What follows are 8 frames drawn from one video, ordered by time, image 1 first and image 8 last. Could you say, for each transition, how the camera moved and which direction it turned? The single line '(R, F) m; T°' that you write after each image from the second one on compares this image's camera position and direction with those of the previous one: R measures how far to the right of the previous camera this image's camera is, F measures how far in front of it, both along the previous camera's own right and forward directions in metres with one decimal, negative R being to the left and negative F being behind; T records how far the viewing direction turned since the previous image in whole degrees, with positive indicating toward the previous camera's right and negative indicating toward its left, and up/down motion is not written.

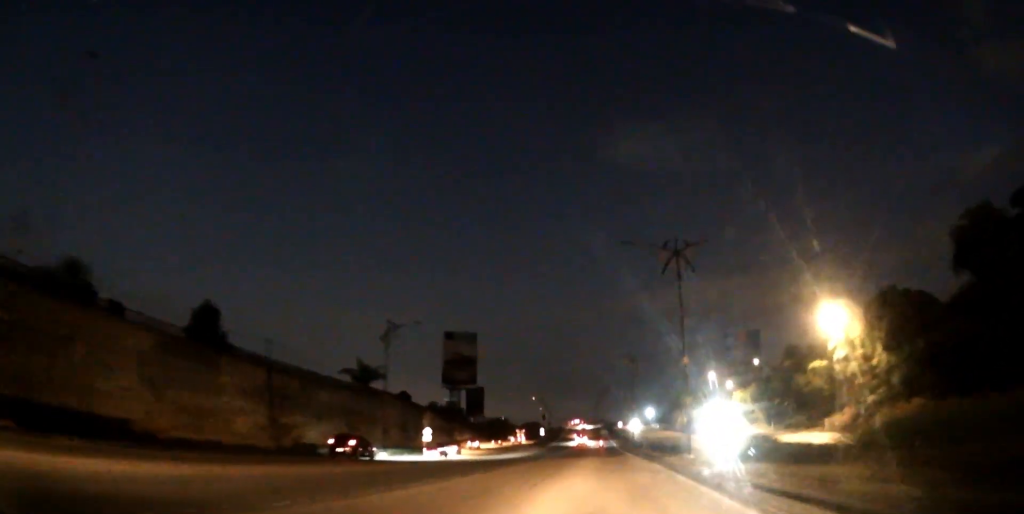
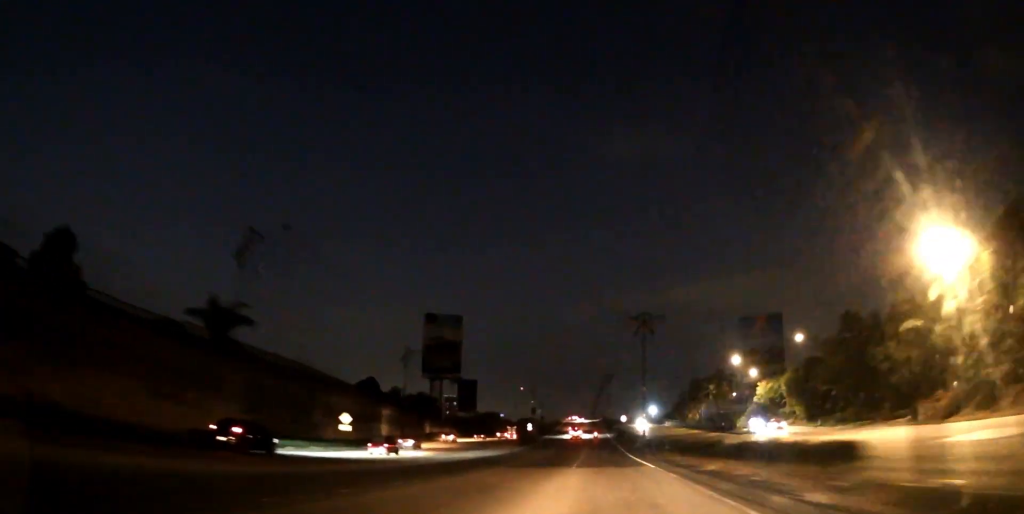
(+0.1, +23.2) m; 0°
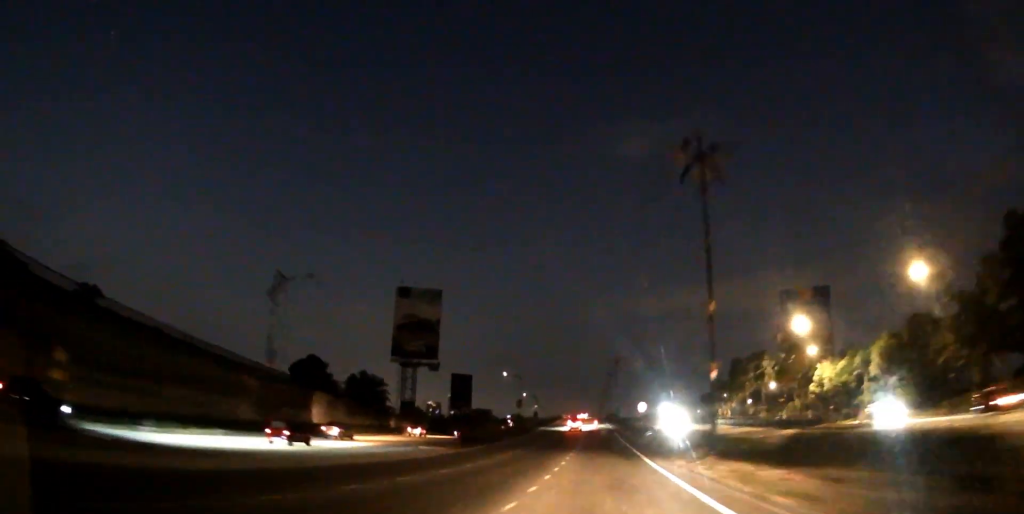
(-0.1, +32.2) m; -1°
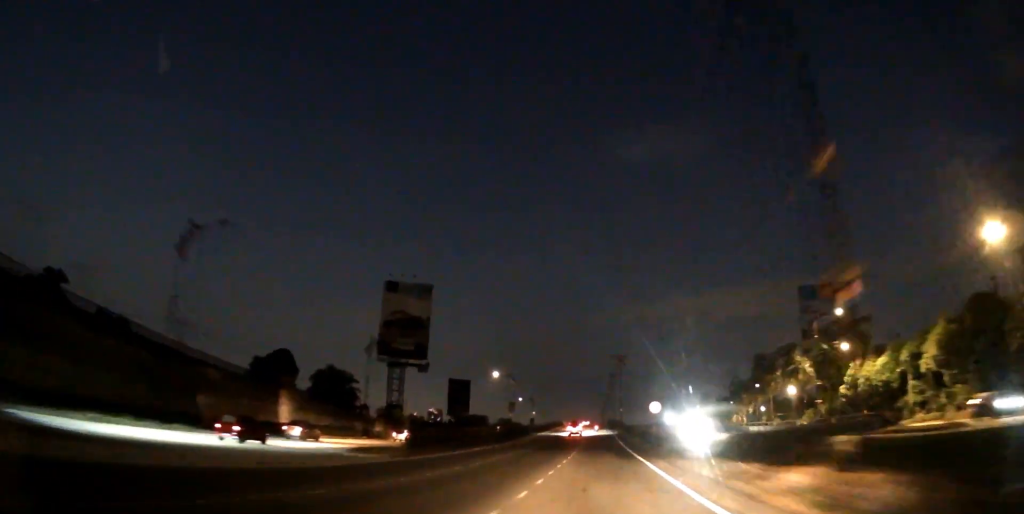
(0.0, +11.7) m; 0°
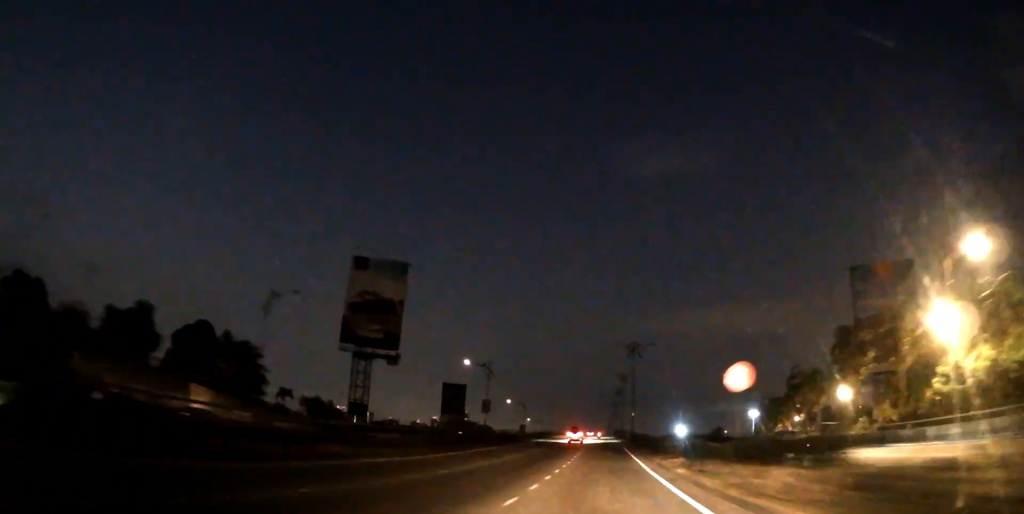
(-0.1, +25.8) m; 0°
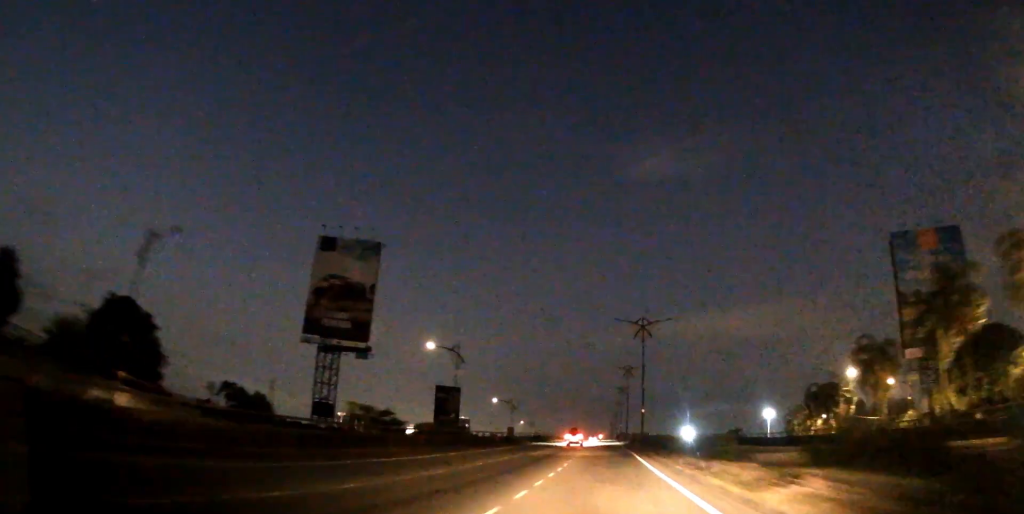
(-0.1, +15.5) m; 0°
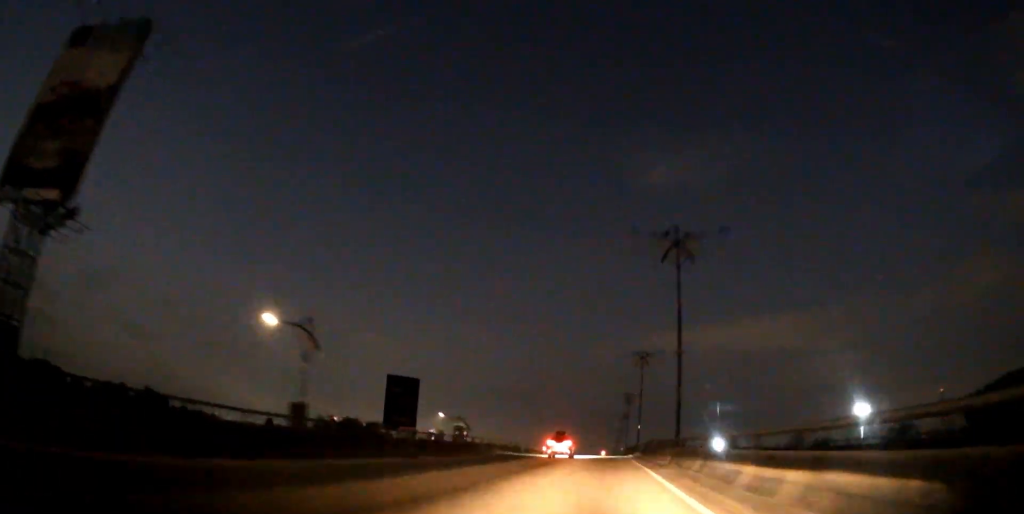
(-0.4, +72.6) m; 0°
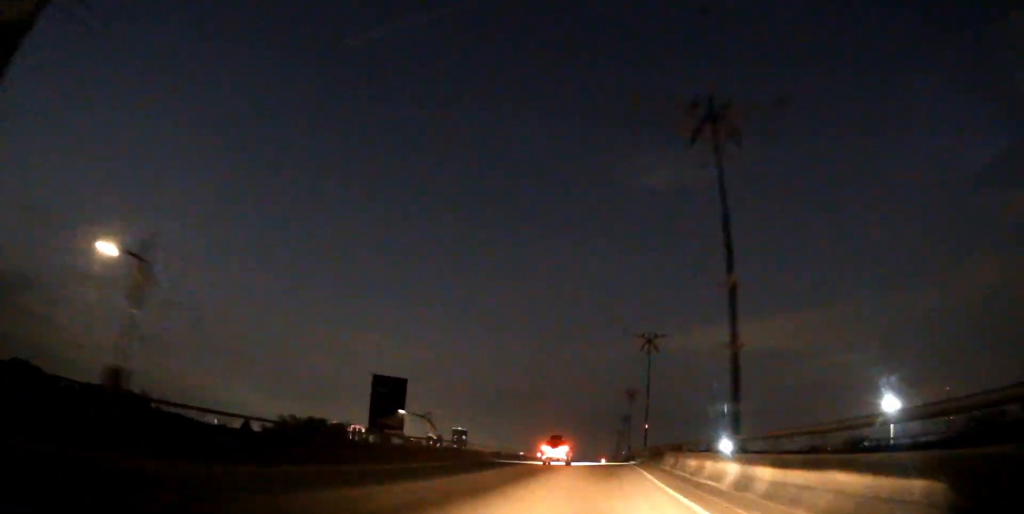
(0.0, +14.4) m; 0°
